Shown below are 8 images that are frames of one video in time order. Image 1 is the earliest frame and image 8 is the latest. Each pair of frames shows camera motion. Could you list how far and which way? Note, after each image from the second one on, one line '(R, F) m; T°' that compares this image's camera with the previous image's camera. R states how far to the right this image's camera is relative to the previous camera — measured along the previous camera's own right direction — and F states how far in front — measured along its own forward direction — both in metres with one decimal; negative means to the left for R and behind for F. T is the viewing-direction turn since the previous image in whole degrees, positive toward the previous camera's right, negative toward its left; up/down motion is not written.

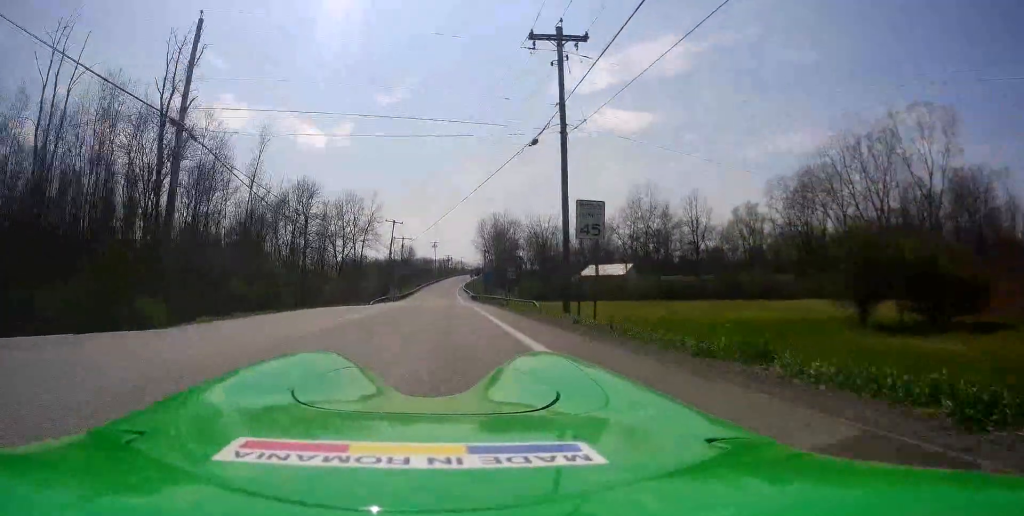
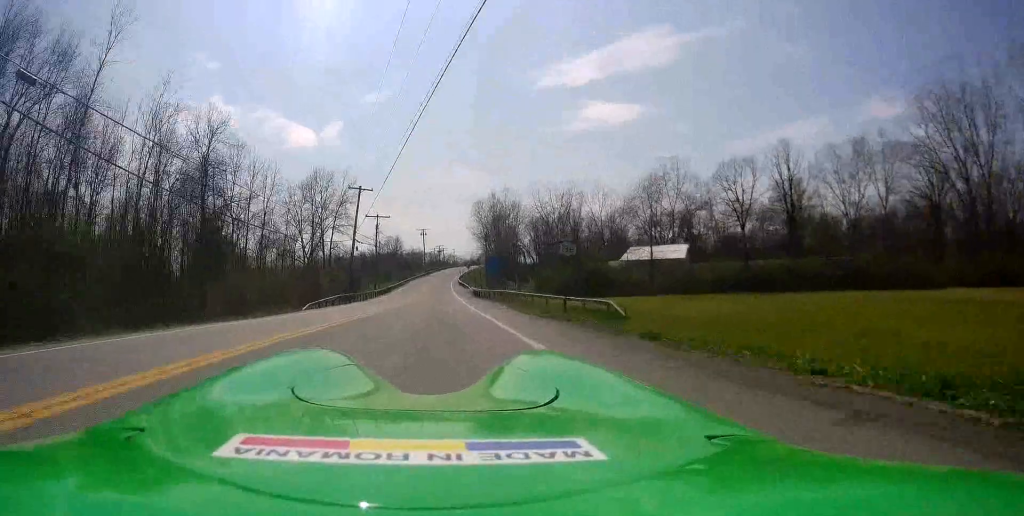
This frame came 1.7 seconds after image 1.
(+1.0, +24.9) m; +2°
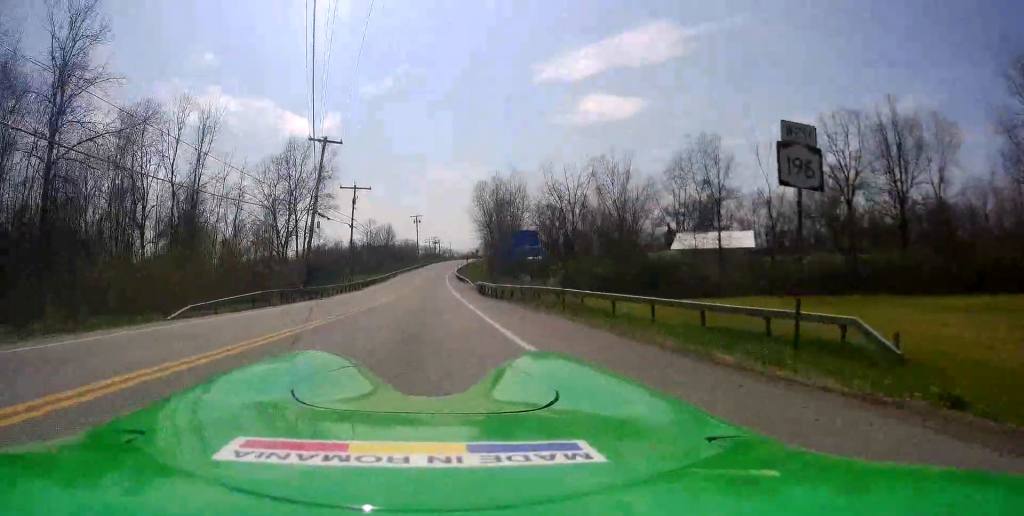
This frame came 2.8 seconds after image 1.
(-0.3, +16.7) m; 0°
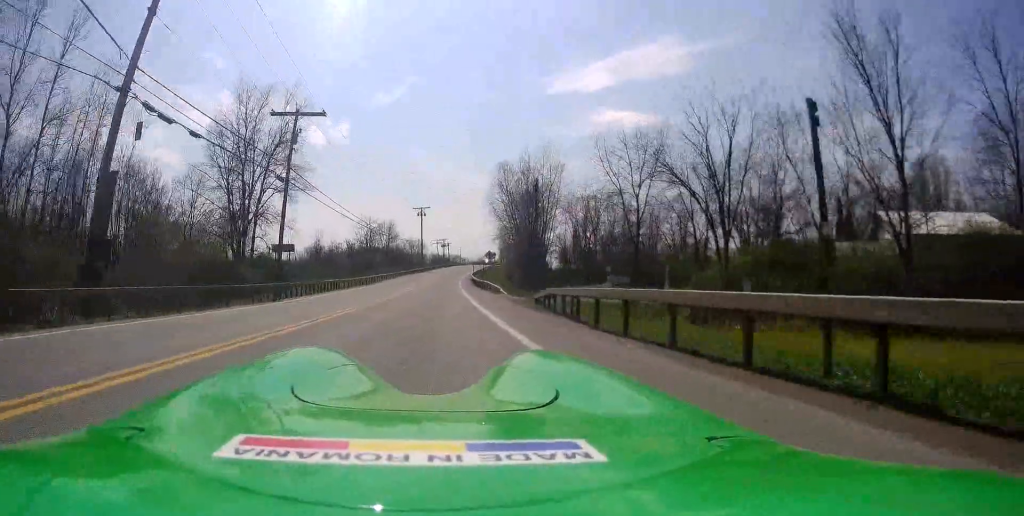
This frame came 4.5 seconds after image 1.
(+0.7, +27.4) m; 0°
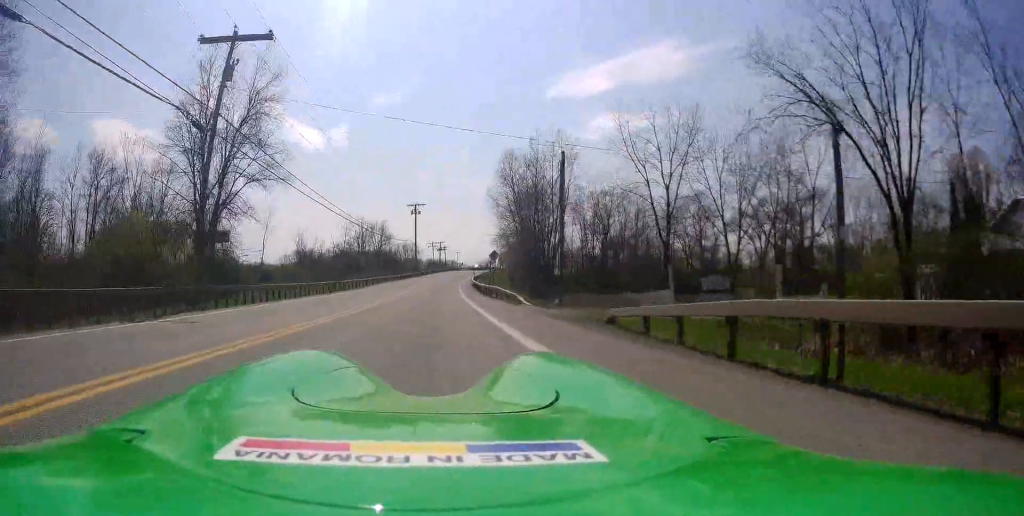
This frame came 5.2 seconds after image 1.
(-0.3, +9.1) m; -2°
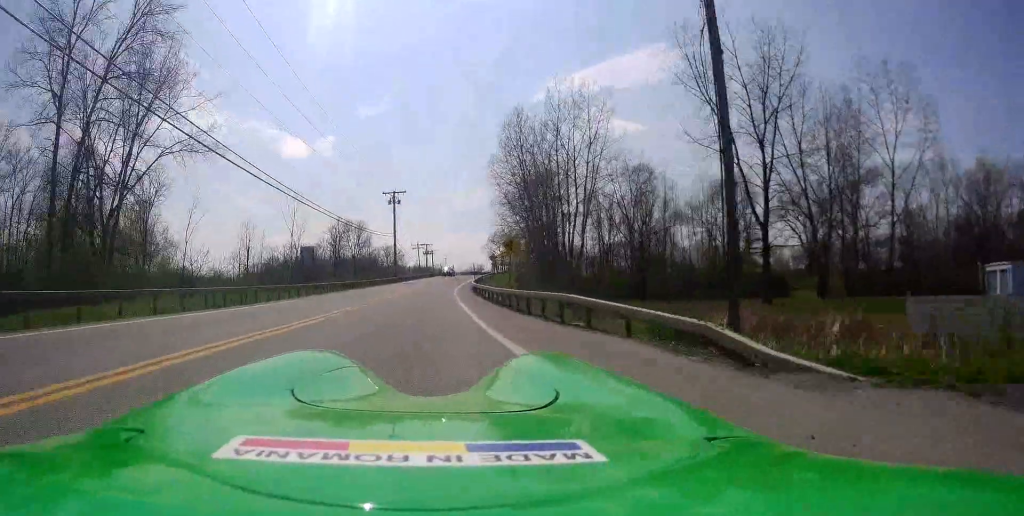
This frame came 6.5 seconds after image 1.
(0.0, +18.6) m; +1°
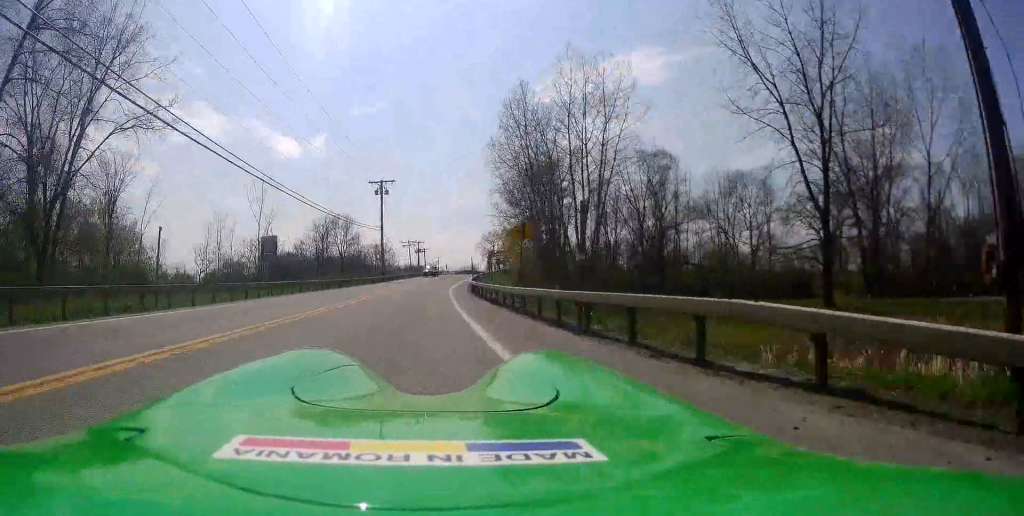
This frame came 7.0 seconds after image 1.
(0.0, +7.6) m; +1°
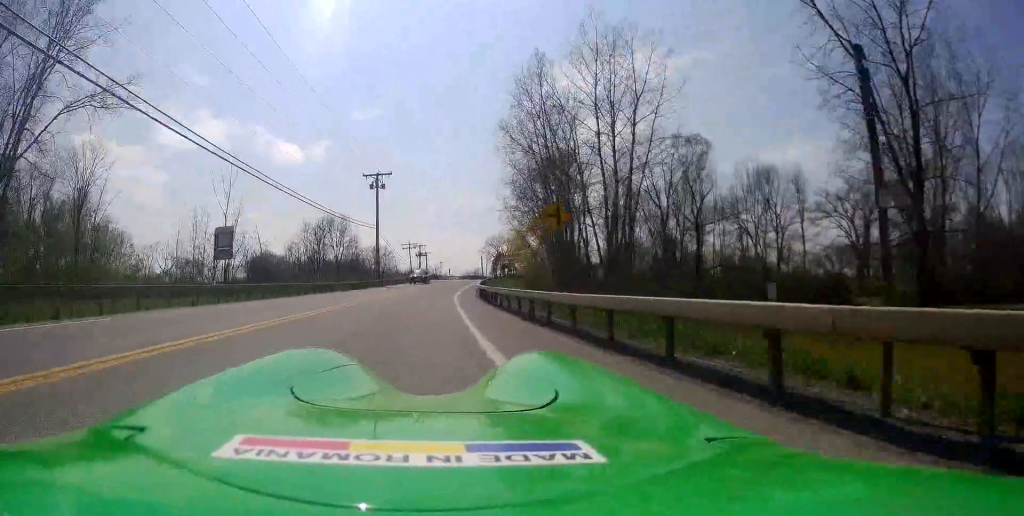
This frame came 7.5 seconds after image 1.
(+0.1, +7.5) m; +1°
